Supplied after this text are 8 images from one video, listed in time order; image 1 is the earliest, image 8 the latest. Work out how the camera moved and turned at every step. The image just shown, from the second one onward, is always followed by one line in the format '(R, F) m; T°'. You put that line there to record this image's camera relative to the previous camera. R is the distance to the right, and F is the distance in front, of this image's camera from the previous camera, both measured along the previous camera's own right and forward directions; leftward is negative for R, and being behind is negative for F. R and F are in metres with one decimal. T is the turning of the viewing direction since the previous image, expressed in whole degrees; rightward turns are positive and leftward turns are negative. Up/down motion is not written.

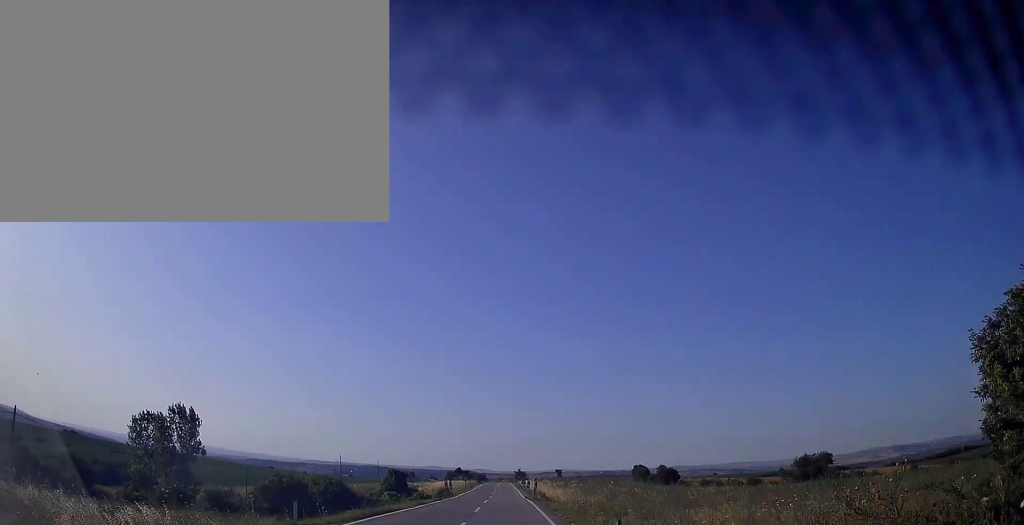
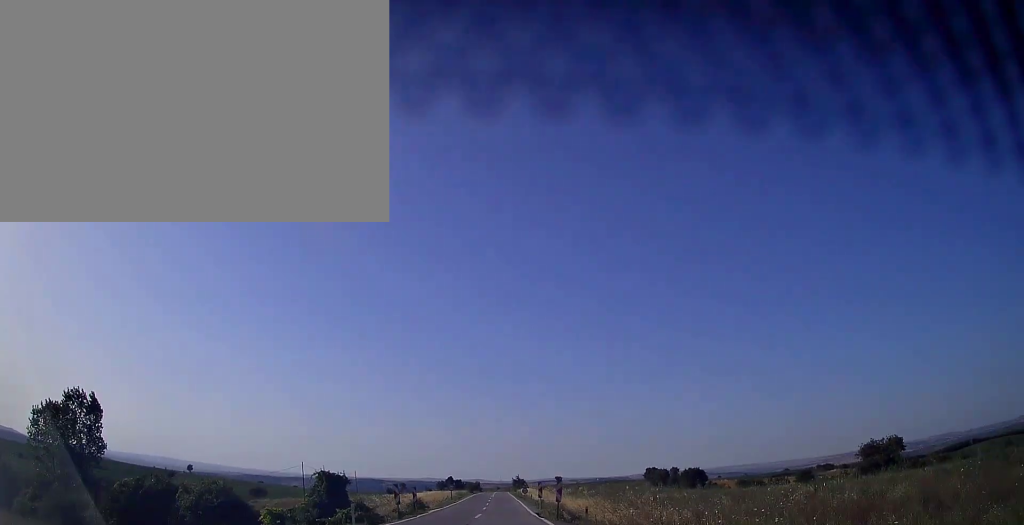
(+0.2, +24.3) m; +1°
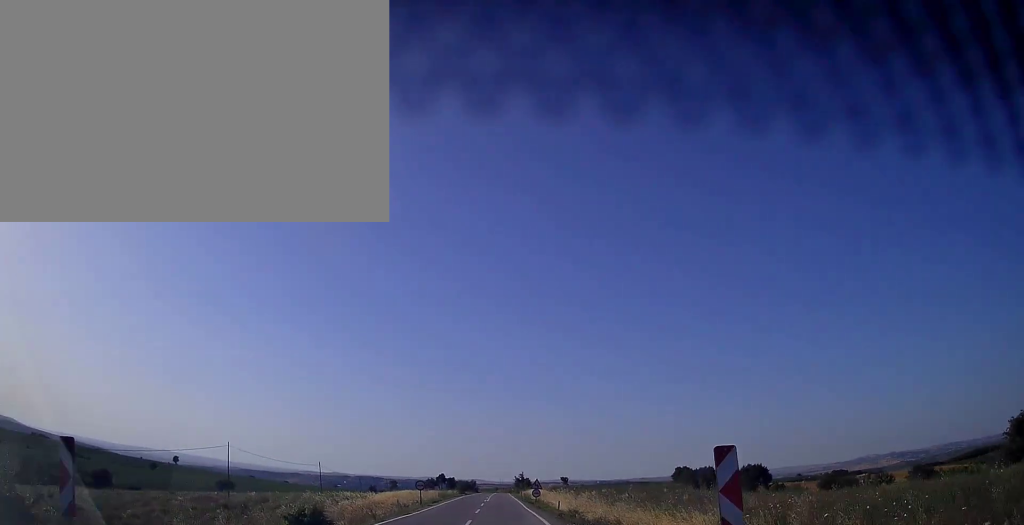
(+0.3, +32.1) m; +1°
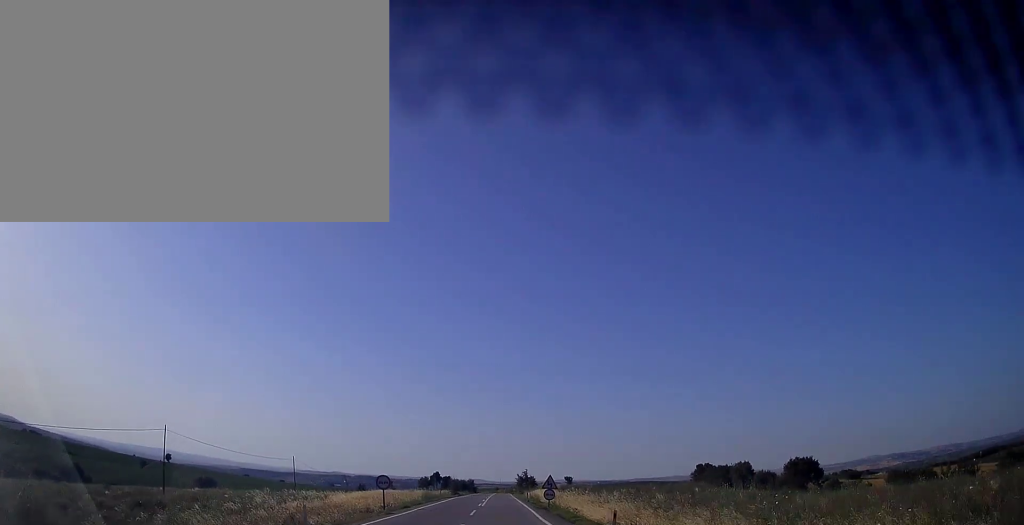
(-0.1, +17.0) m; 0°
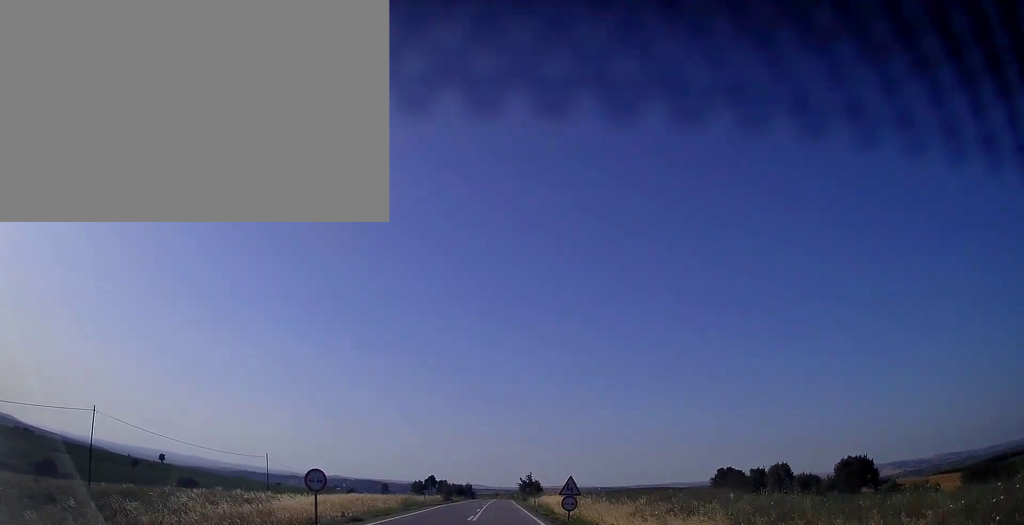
(-0.1, +13.6) m; 0°
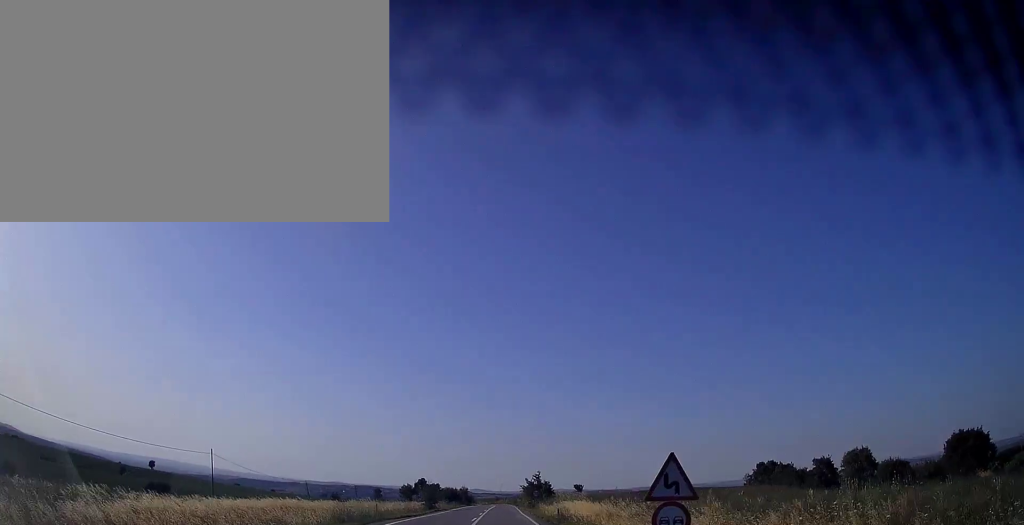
(+0.1, +20.3) m; 0°
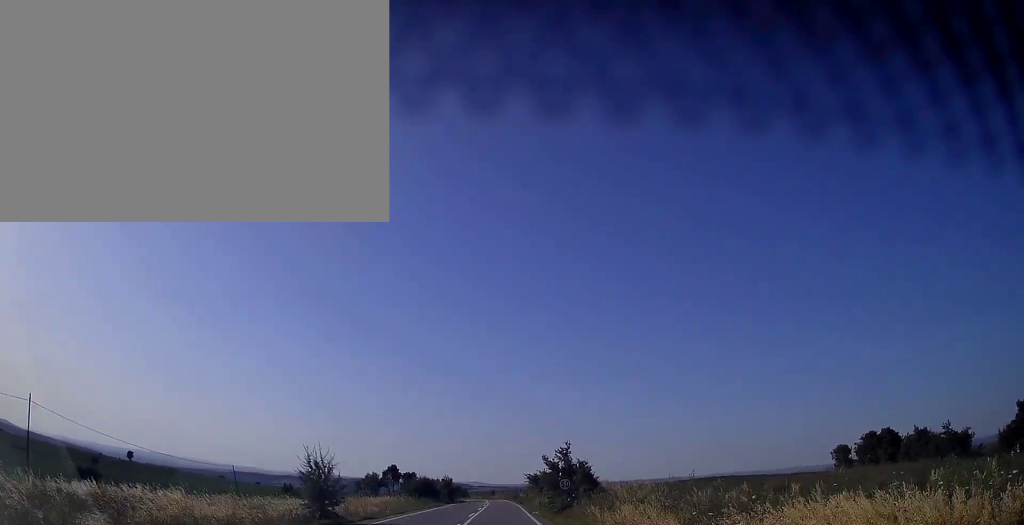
(-0.1, +35.3) m; 0°
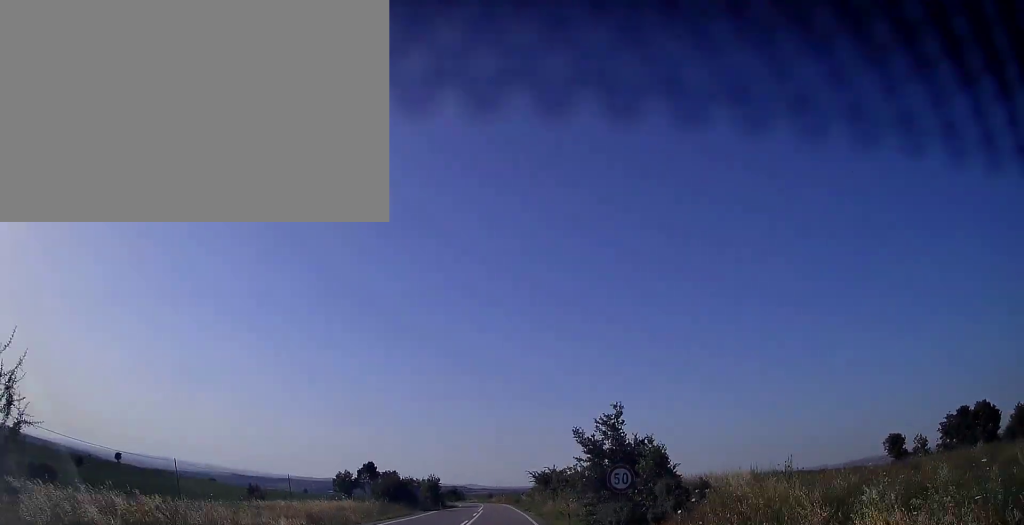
(+0.1, +18.3) m; 0°
